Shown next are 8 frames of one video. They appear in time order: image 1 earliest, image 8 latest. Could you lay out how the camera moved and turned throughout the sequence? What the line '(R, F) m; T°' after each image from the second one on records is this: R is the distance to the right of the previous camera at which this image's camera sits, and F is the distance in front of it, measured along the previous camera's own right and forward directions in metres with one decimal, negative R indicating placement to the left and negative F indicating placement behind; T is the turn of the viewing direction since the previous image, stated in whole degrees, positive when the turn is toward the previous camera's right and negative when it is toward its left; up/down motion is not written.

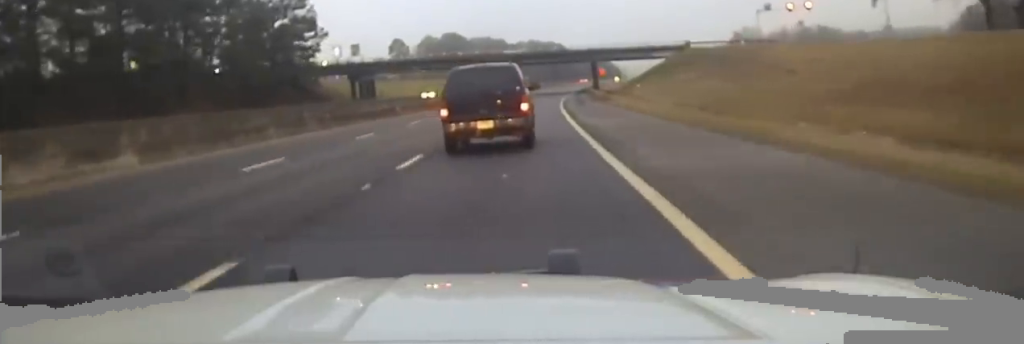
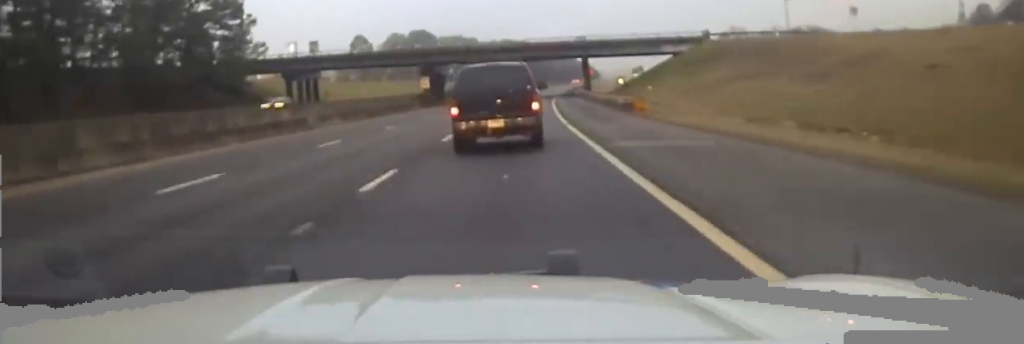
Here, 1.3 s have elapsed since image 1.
(0.0, +28.6) m; +1°
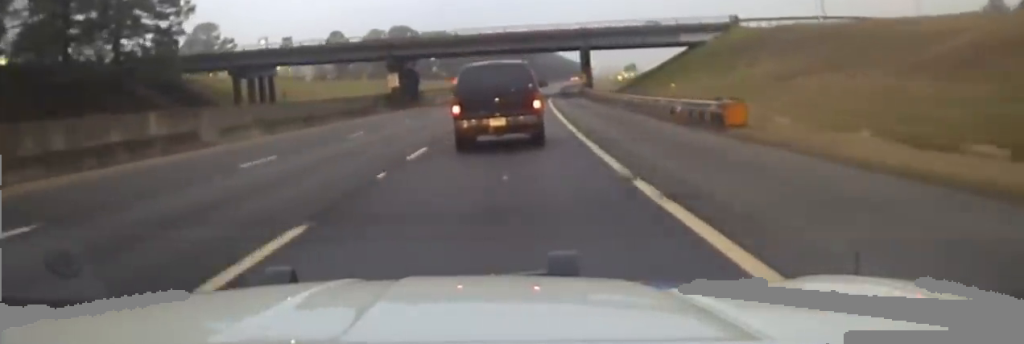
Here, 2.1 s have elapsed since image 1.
(+0.3, +19.7) m; +1°
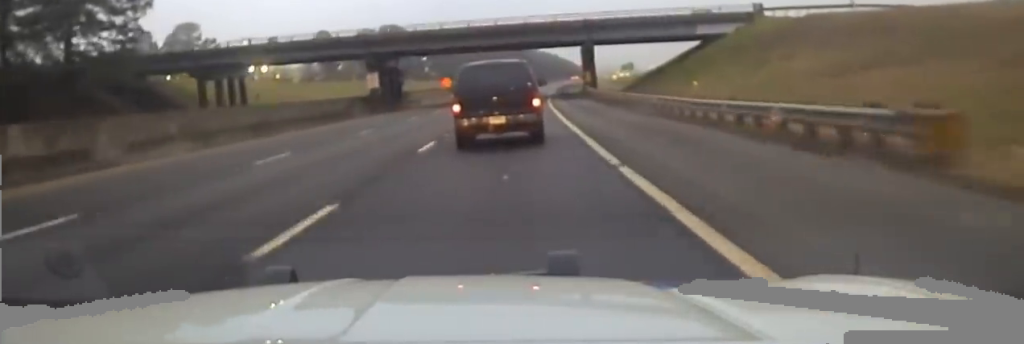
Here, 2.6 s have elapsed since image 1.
(+0.4, +9.8) m; +1°
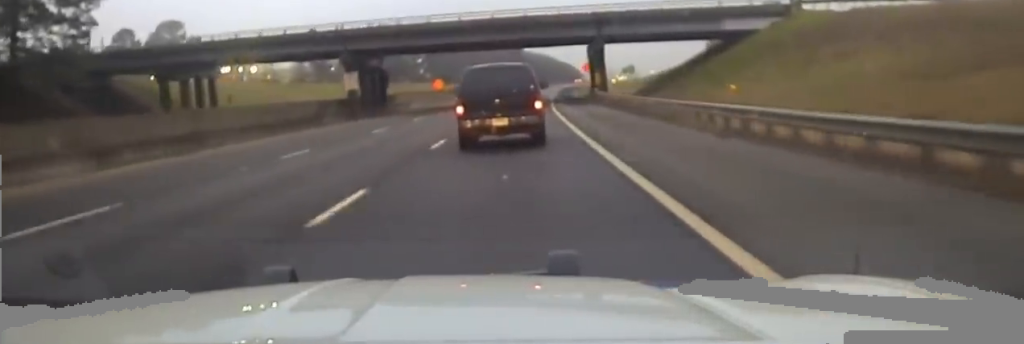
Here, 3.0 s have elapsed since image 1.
(-0.2, +10.5) m; 0°
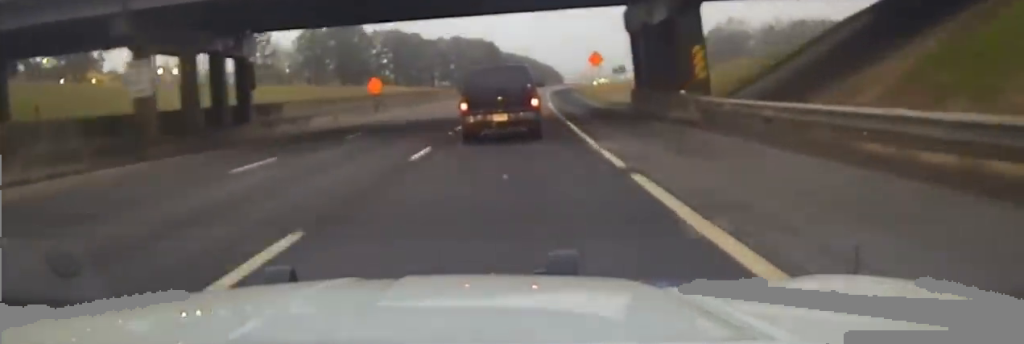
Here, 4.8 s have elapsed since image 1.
(-0.3, +40.7) m; +1°
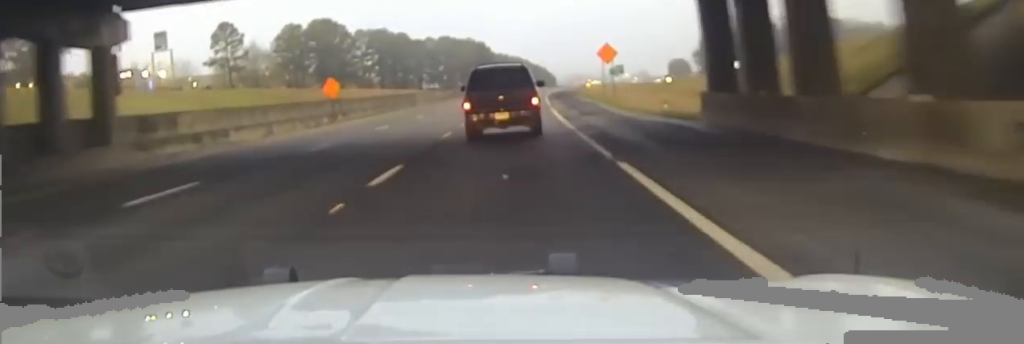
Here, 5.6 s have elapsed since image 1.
(+0.3, +16.6) m; +1°
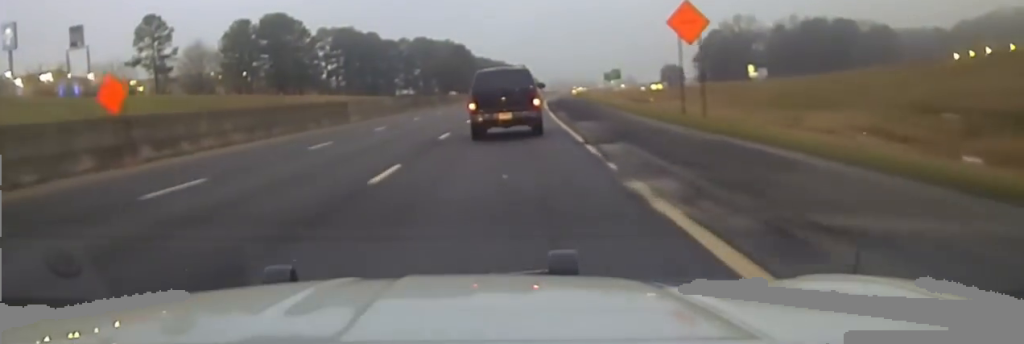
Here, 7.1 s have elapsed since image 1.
(+0.1, +35.1) m; +1°
